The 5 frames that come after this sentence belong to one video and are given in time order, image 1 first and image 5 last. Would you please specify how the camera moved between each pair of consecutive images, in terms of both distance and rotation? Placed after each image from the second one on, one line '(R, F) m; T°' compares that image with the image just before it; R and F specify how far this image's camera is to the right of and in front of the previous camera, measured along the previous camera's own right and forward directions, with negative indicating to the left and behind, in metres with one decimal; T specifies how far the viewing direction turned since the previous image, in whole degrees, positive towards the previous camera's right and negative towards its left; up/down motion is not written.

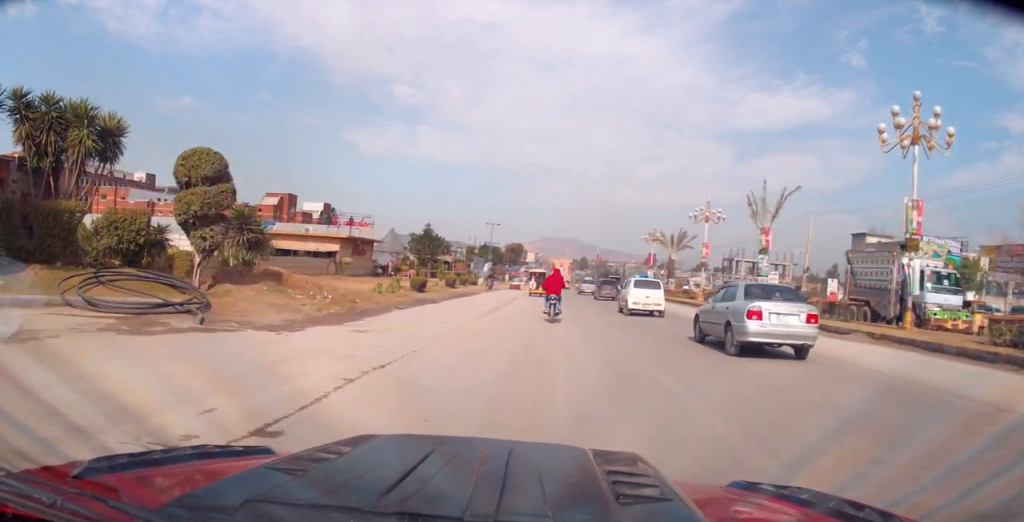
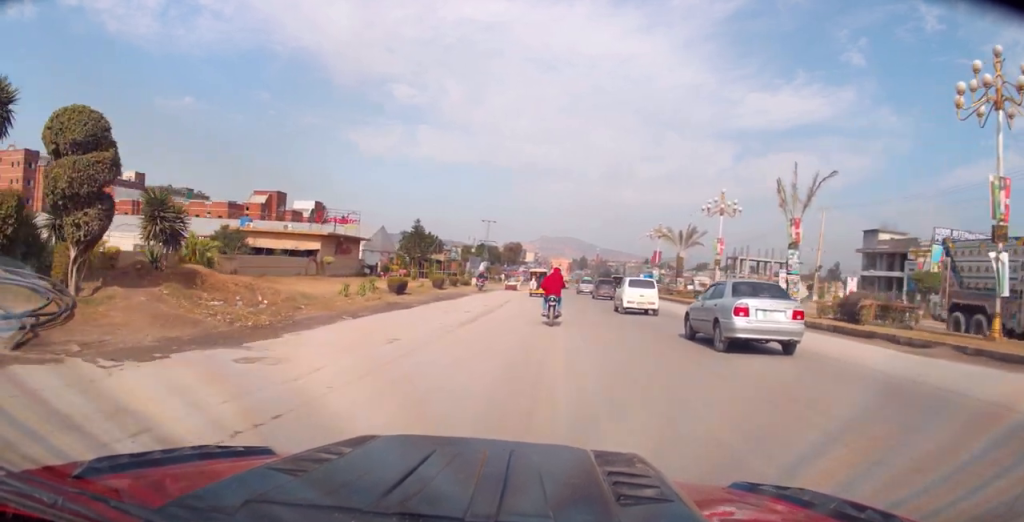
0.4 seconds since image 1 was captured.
(+0.2, +5.1) m; 0°
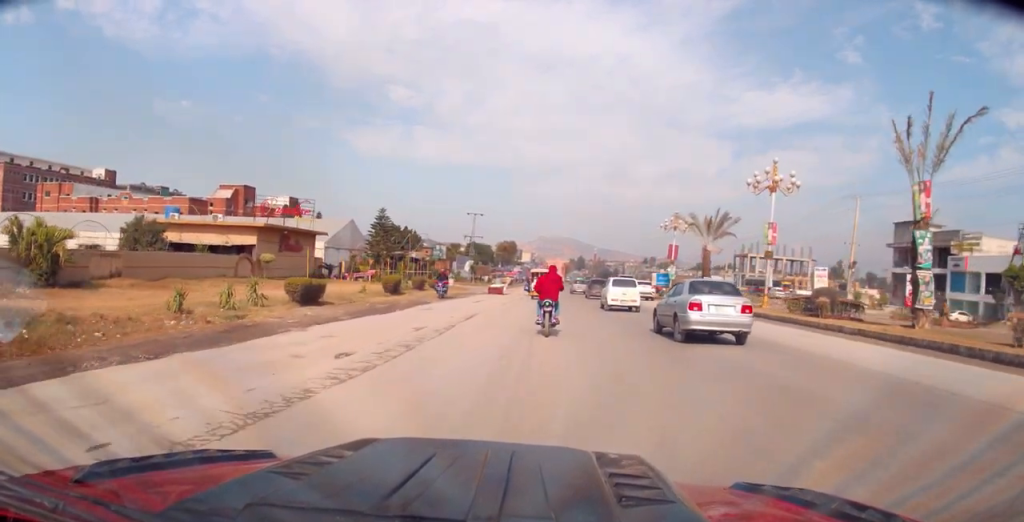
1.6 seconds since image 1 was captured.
(-0.4, +12.9) m; -1°
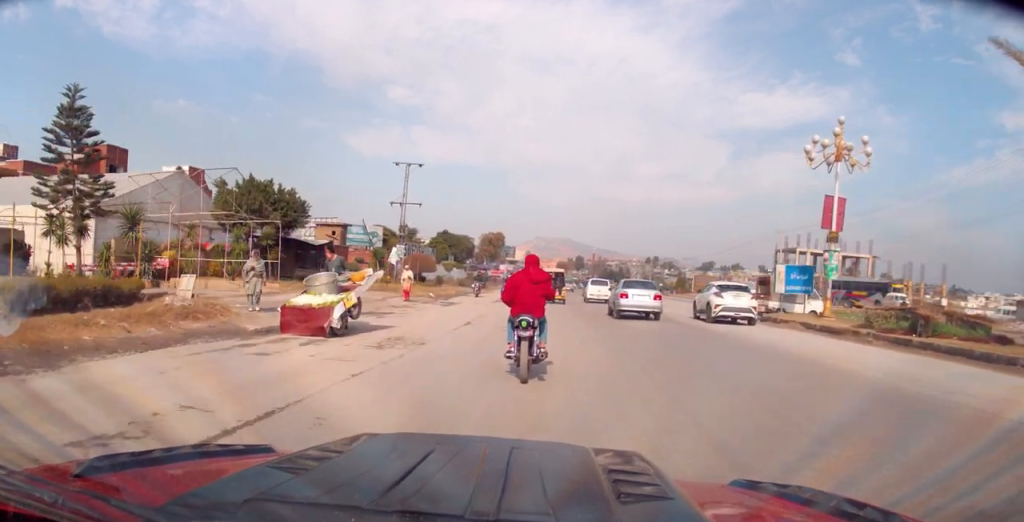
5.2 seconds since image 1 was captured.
(+0.3, +37.0) m; -2°
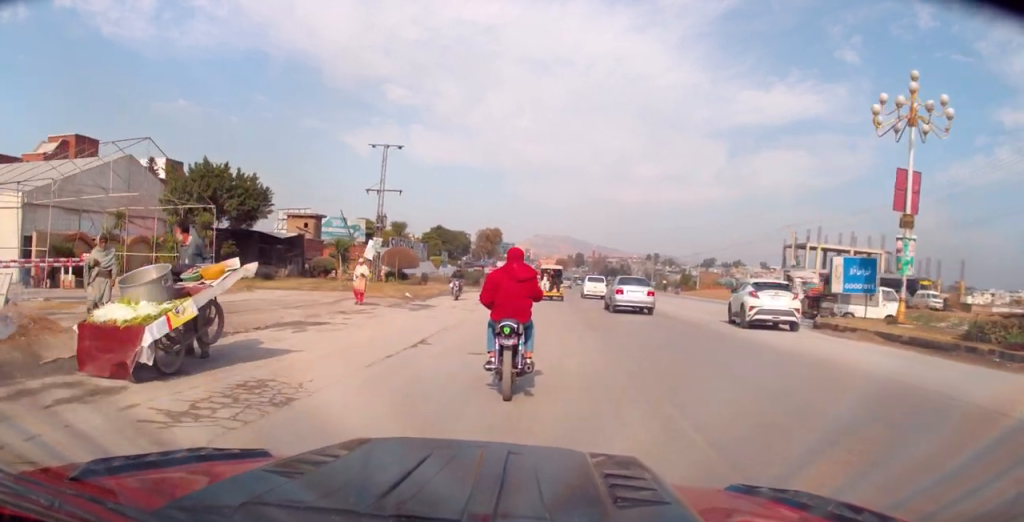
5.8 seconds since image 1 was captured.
(0.0, +6.3) m; 0°
